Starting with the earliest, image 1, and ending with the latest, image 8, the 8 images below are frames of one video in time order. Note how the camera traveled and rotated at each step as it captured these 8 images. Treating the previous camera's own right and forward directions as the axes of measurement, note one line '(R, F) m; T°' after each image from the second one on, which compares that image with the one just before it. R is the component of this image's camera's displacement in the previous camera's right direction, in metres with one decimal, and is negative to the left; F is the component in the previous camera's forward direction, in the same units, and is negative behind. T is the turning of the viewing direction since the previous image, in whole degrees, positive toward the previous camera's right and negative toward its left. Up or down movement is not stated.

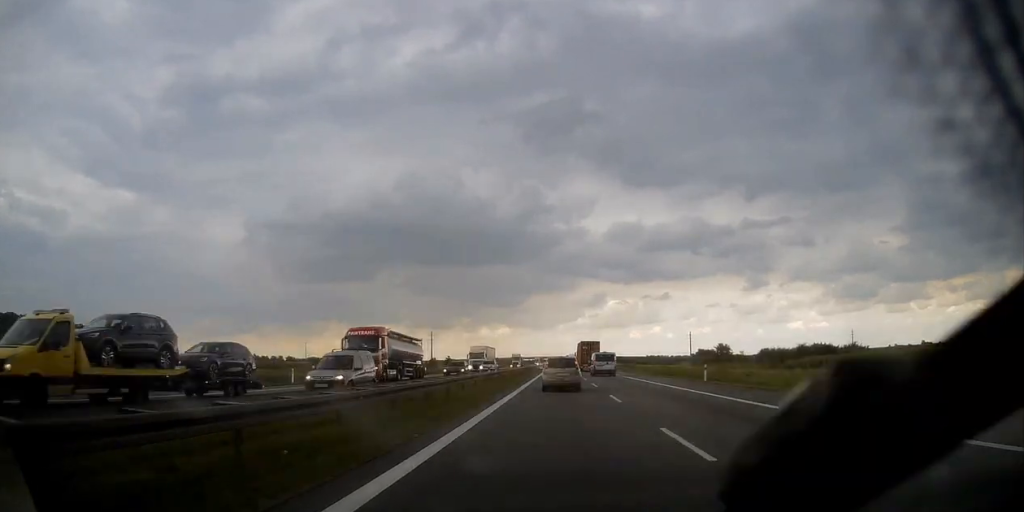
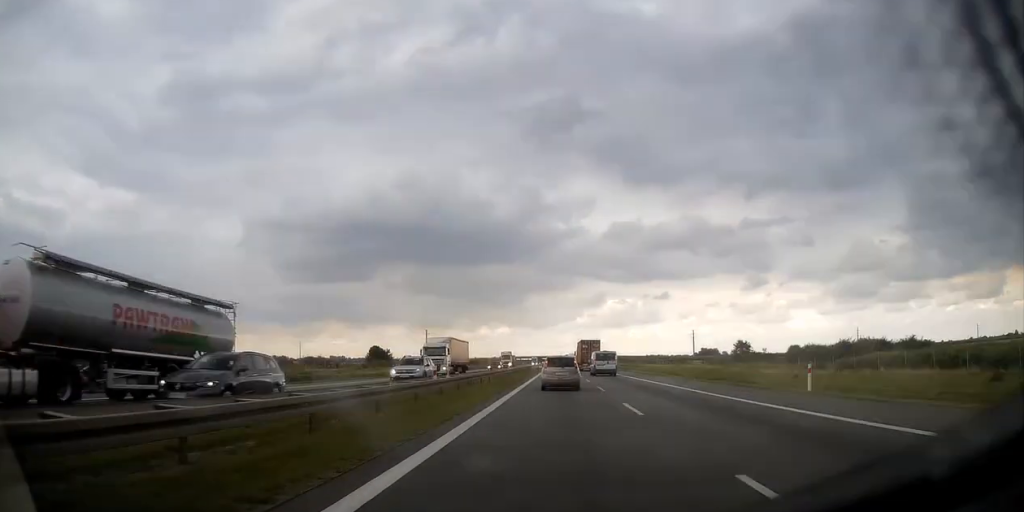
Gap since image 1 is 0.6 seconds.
(0.0, +17.5) m; 0°
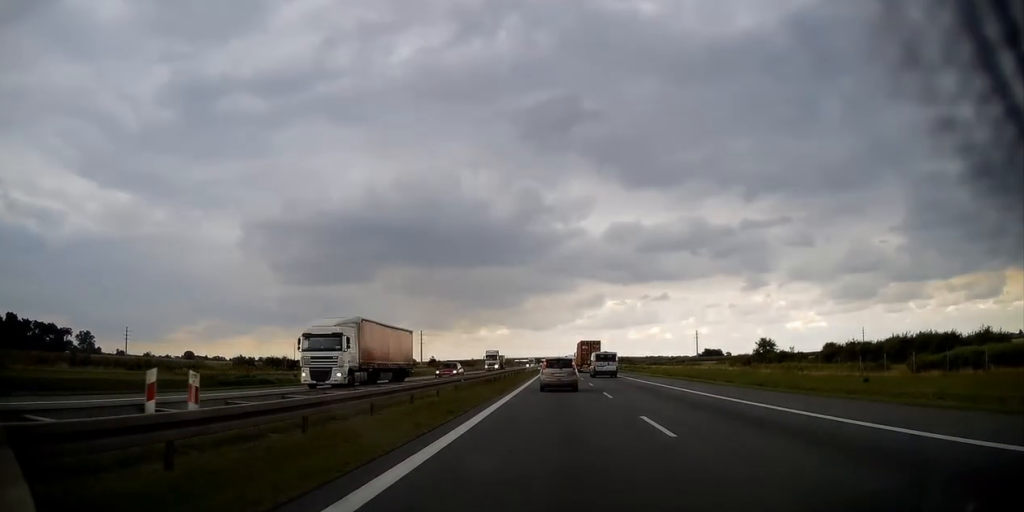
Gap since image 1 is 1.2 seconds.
(0.0, +16.5) m; 0°
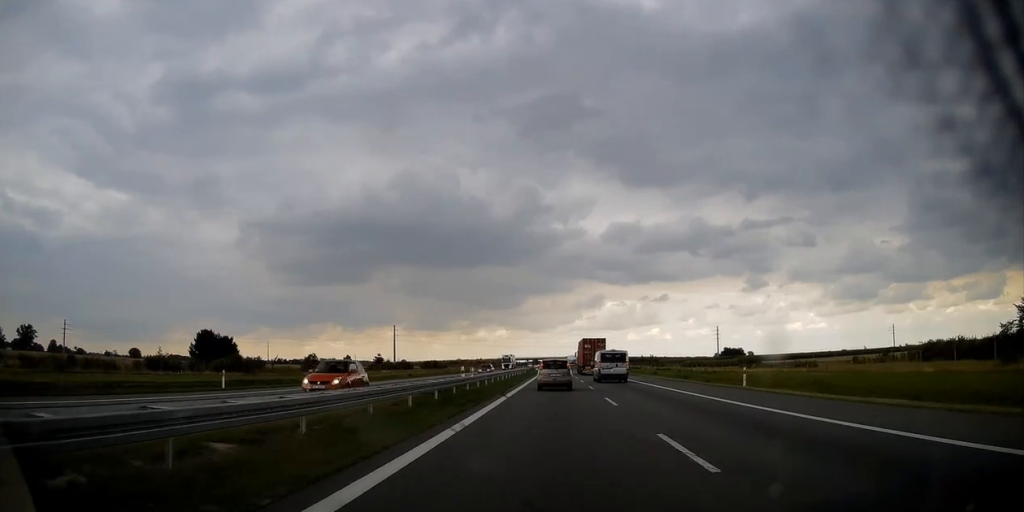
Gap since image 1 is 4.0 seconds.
(-0.8, +75.8) m; 0°
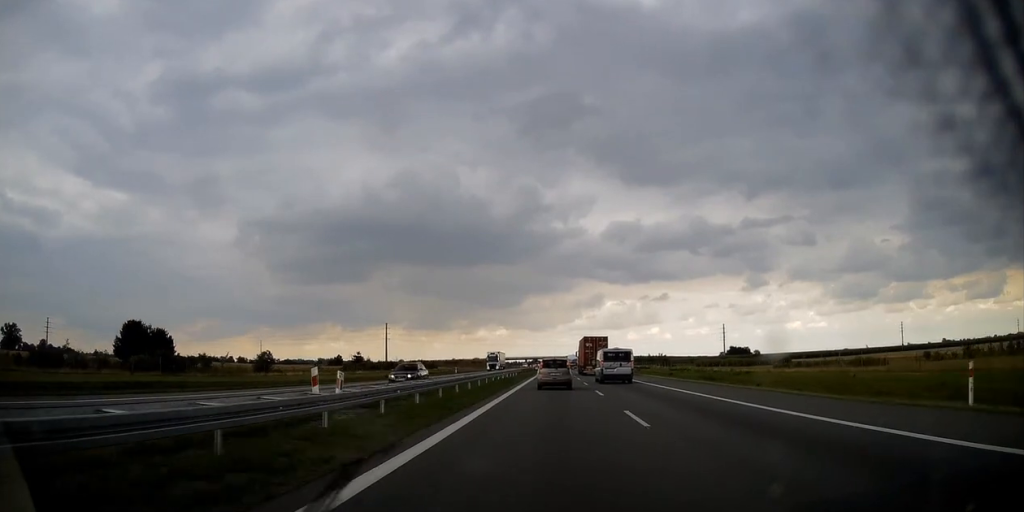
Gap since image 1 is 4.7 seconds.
(0.0, +18.6) m; 0°
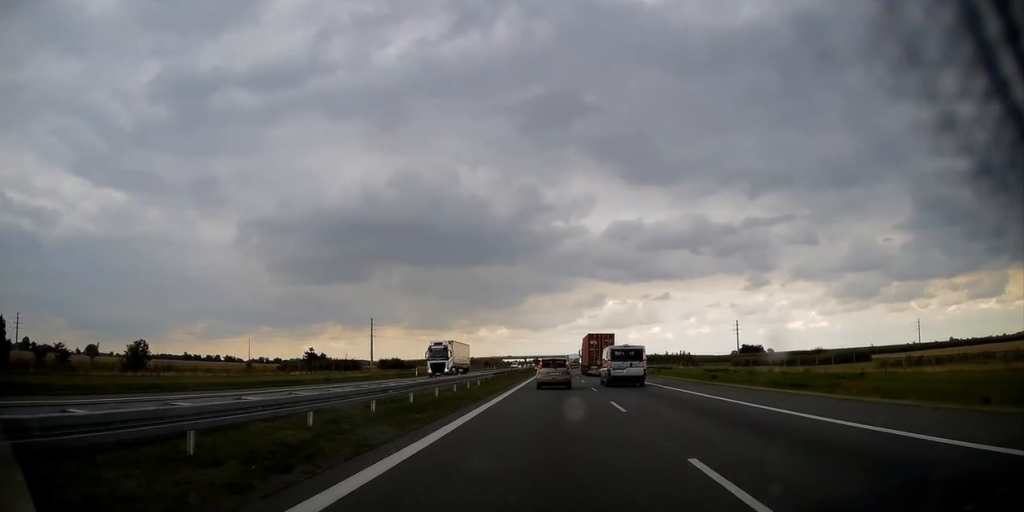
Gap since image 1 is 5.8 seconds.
(-0.1, +32.0) m; 0°
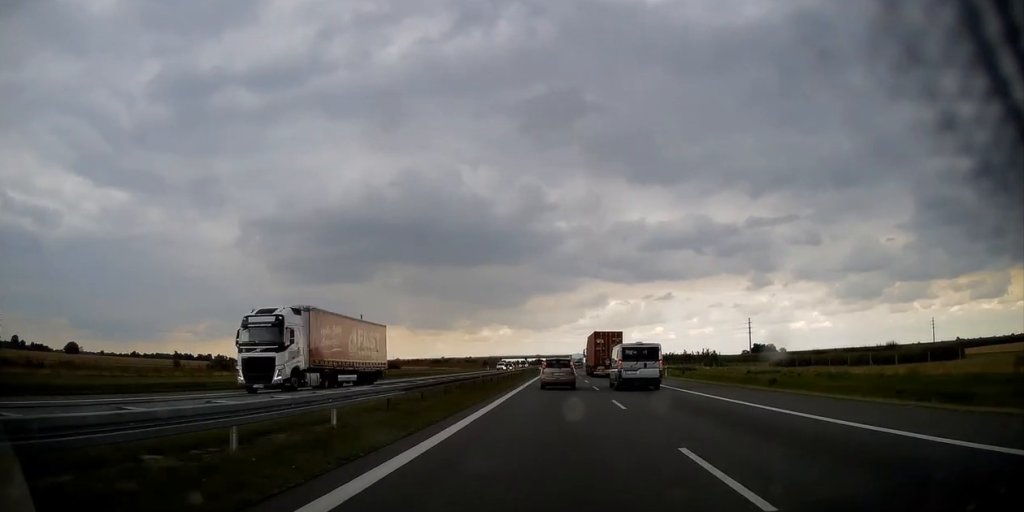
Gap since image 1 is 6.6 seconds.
(0.0, +22.9) m; 0°
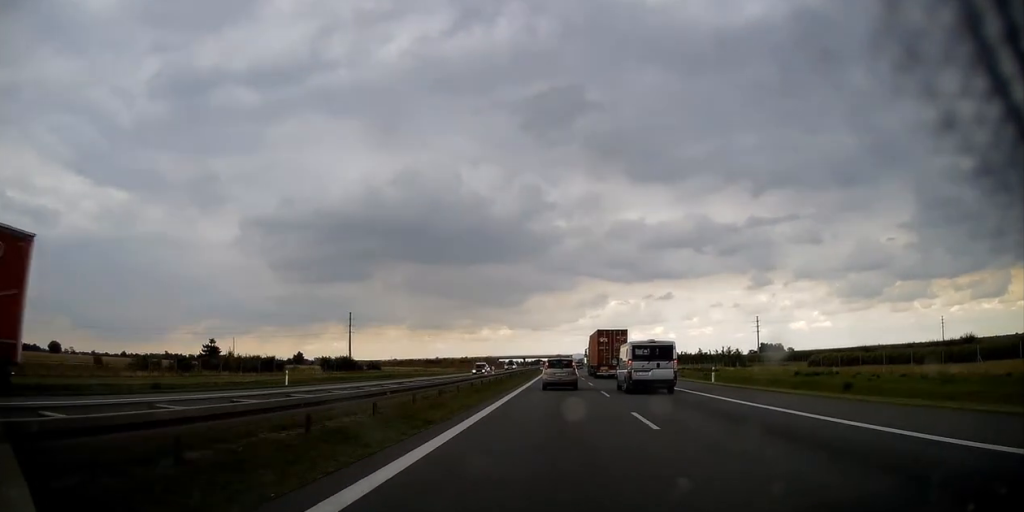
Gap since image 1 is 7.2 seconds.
(-0.1, +17.2) m; 0°
